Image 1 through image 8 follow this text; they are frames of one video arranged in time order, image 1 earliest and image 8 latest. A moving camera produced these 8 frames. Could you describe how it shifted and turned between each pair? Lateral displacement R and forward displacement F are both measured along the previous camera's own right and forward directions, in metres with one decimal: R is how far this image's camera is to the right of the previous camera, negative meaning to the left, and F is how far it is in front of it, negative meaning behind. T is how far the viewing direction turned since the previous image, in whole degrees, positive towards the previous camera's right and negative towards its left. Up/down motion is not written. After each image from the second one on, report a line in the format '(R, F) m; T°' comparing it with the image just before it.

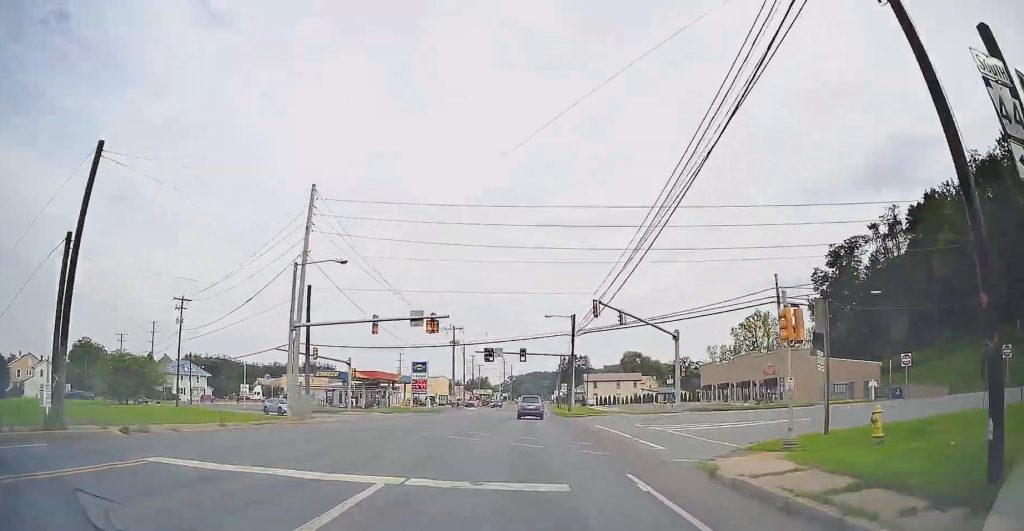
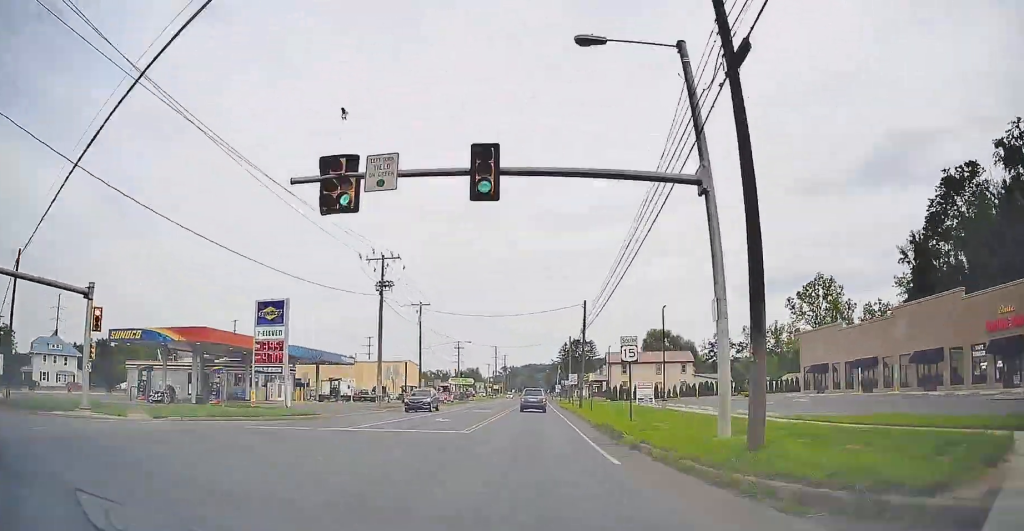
(-0.1, +42.3) m; 0°
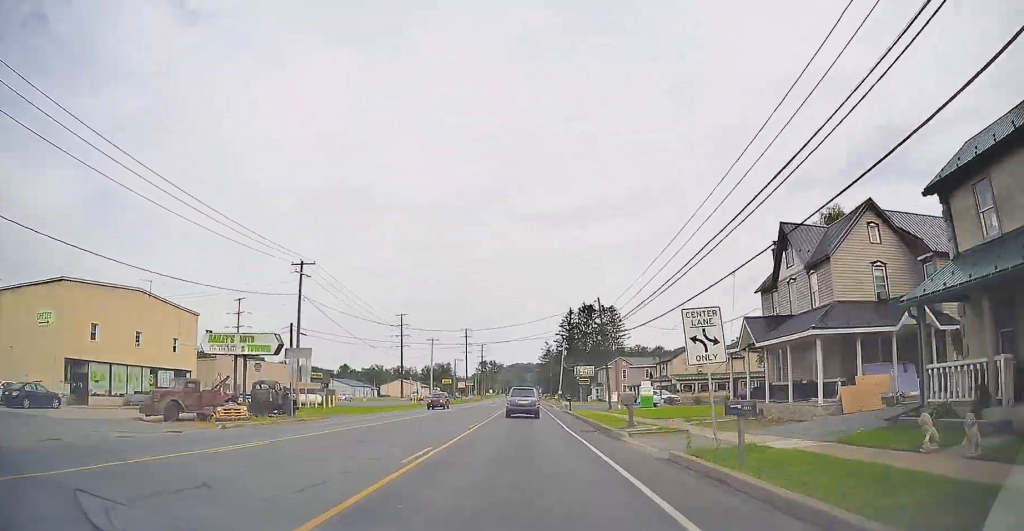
(0.0, +94.1) m; 0°
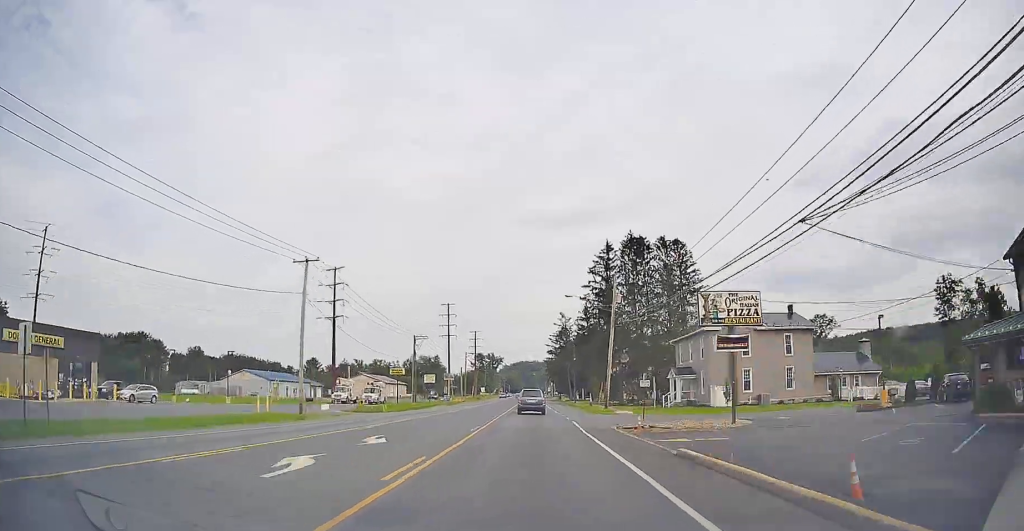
(-0.3, +68.1) m; 0°
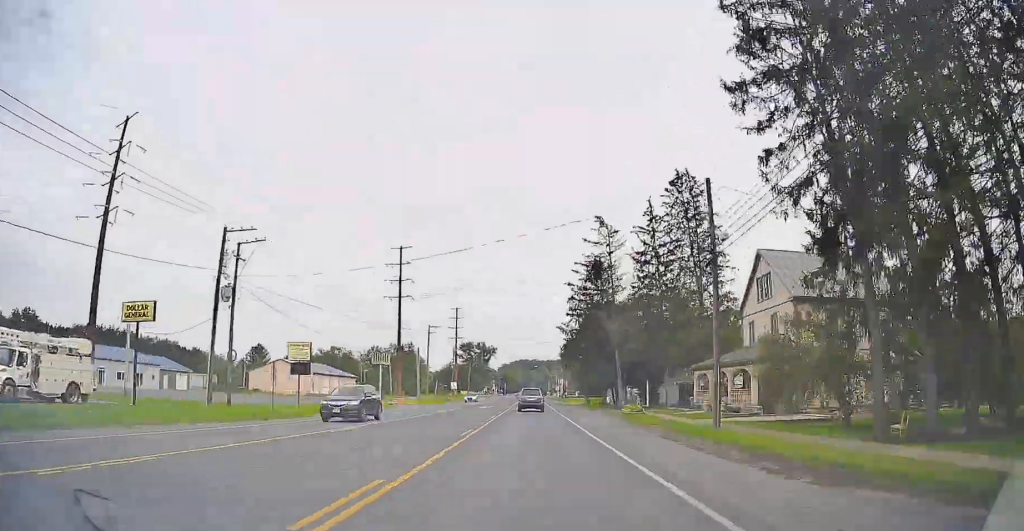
(+1.1, +65.5) m; +2°
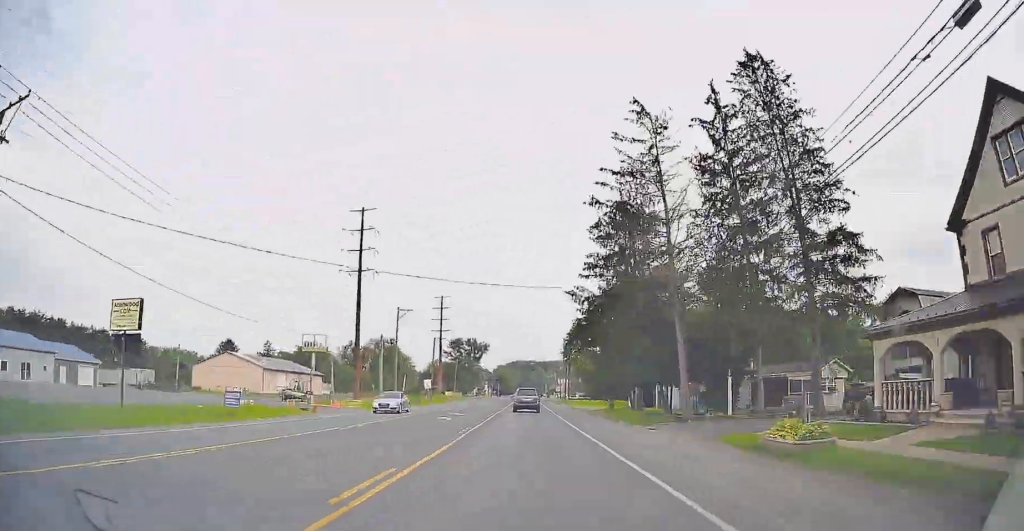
(+0.6, +22.3) m; -1°
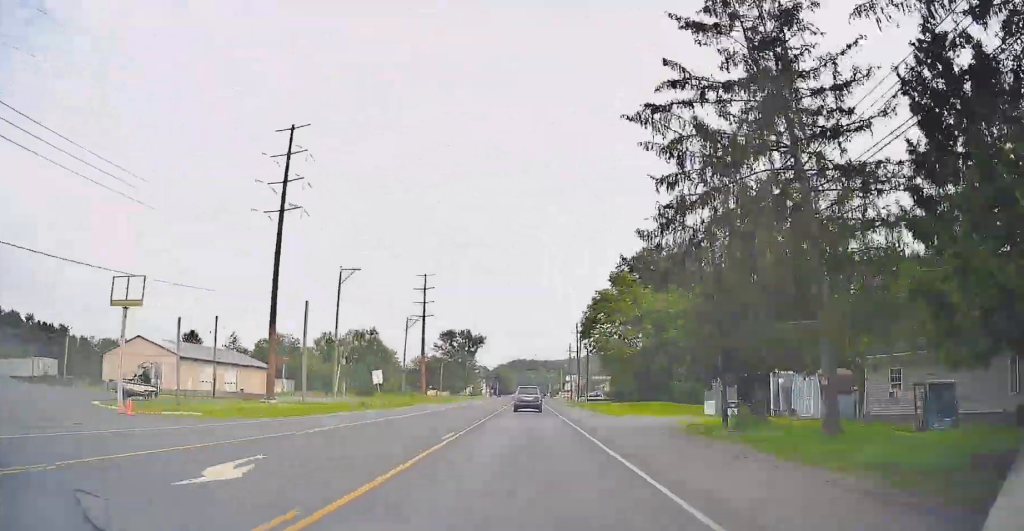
(+0.8, +25.9) m; -1°
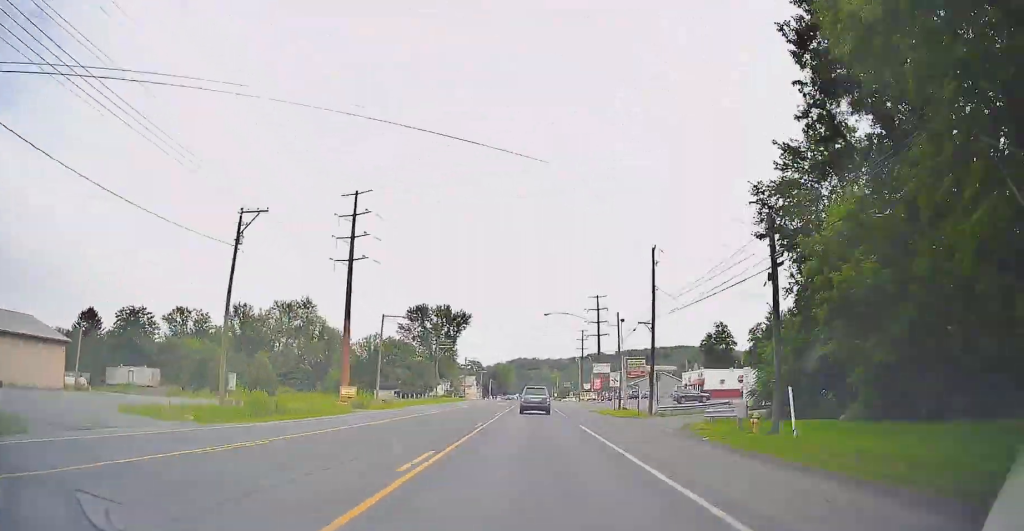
(-2.6, +50.8) m; -1°
